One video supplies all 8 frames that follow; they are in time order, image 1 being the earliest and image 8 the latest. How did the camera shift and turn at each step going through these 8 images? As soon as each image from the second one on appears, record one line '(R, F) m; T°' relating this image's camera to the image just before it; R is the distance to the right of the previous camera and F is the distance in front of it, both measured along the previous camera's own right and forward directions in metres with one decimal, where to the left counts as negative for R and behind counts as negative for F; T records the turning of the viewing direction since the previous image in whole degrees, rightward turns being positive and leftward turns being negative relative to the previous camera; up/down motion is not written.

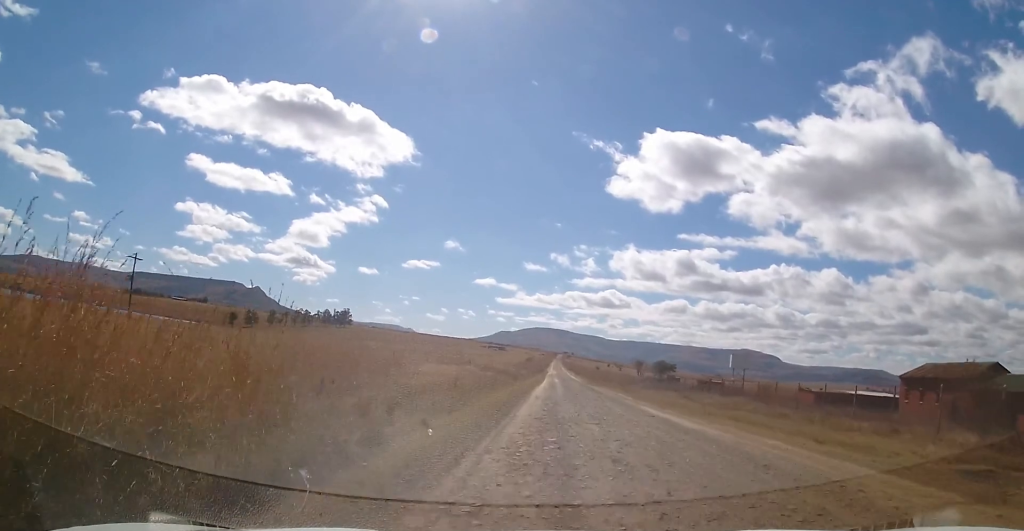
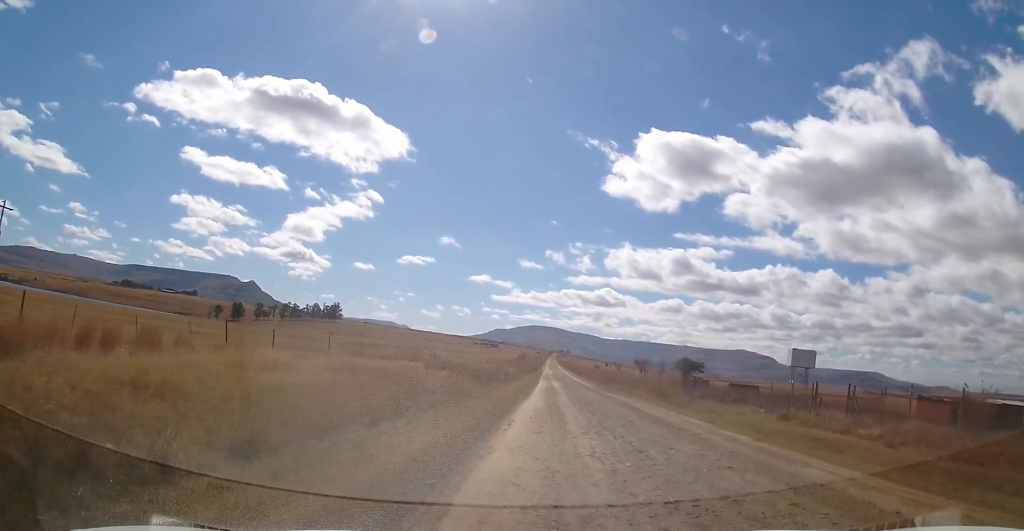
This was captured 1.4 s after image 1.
(+0.4, +26.0) m; 0°
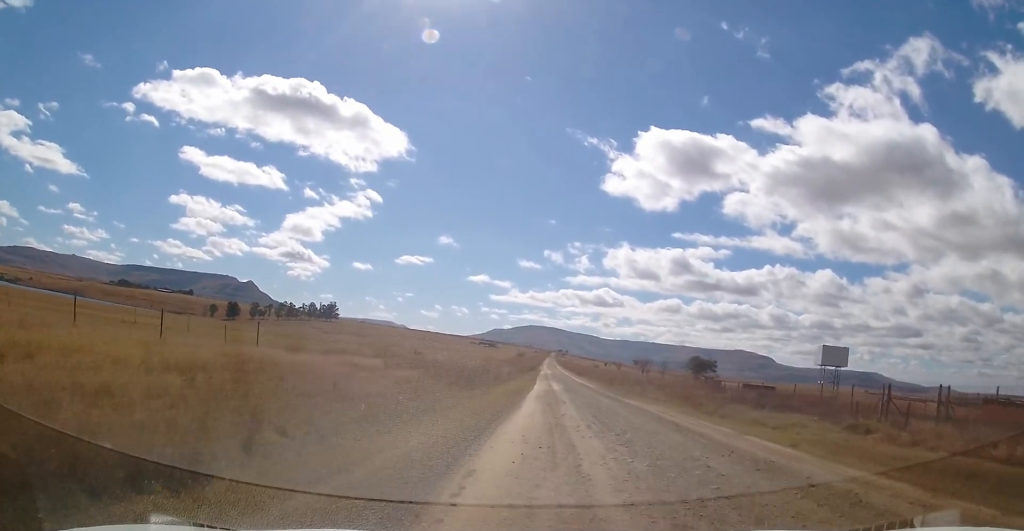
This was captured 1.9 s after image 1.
(-0.2, +8.7) m; 0°
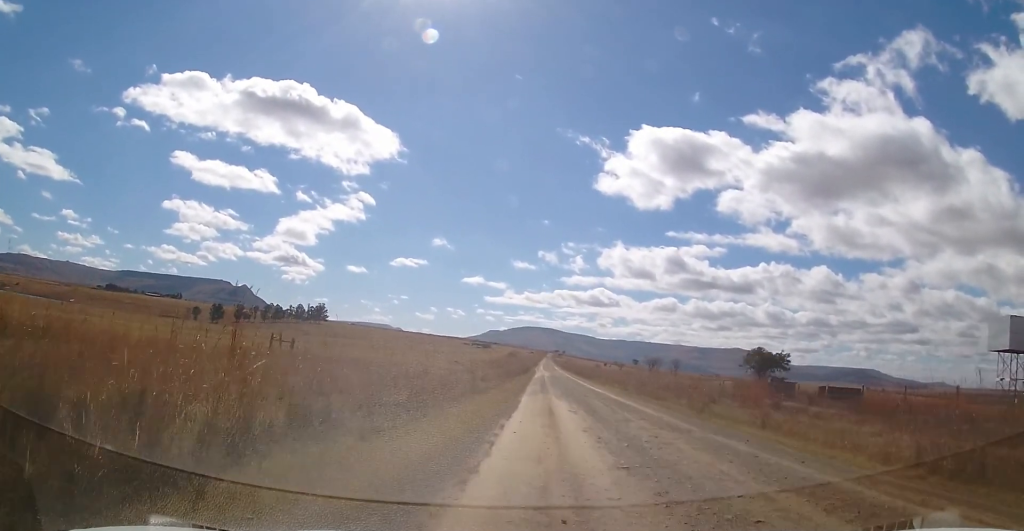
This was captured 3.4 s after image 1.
(+0.3, +29.6) m; +1°
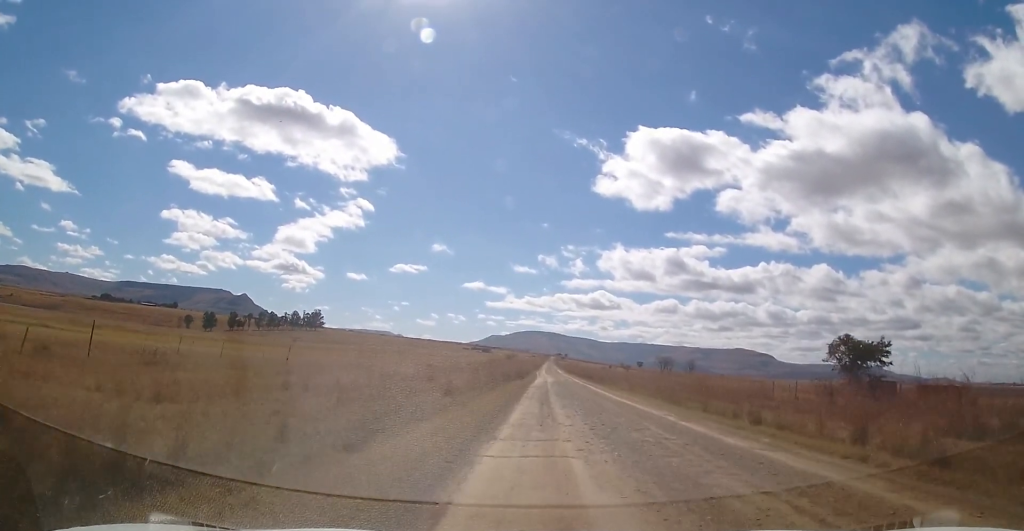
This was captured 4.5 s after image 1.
(-0.1, +19.7) m; -1°
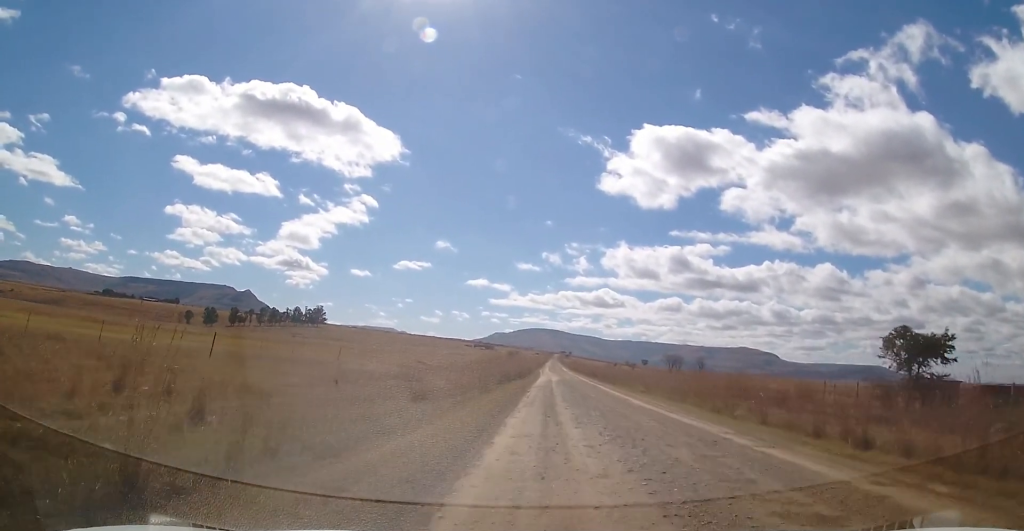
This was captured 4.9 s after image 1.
(-0.2, +7.7) m; 0°
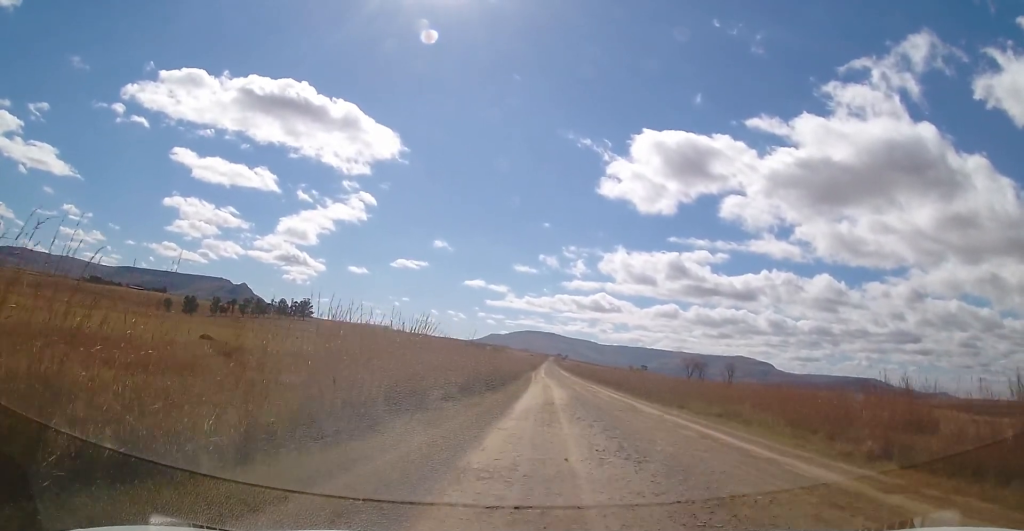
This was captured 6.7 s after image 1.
(+0.2, +36.0) m; +1°
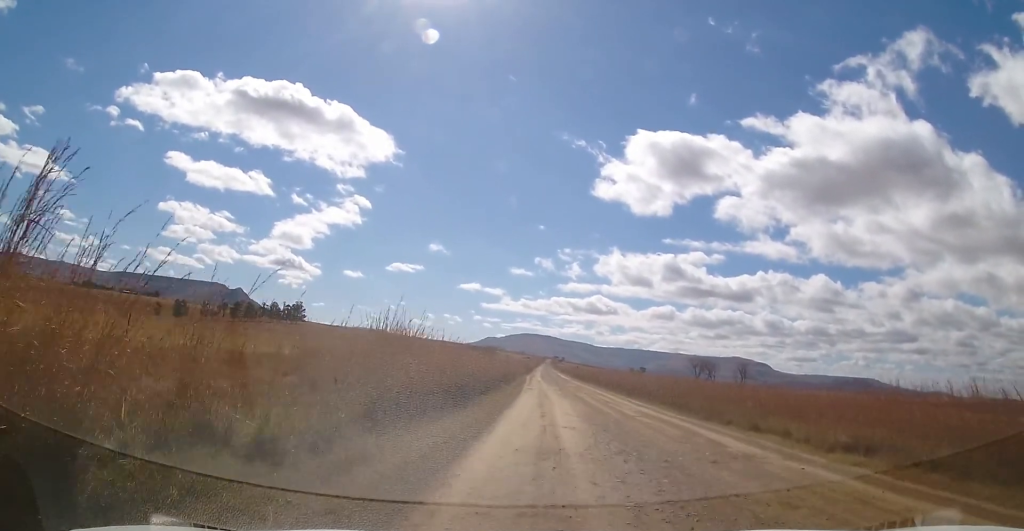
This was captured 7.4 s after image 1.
(-0.2, +13.0) m; 0°
